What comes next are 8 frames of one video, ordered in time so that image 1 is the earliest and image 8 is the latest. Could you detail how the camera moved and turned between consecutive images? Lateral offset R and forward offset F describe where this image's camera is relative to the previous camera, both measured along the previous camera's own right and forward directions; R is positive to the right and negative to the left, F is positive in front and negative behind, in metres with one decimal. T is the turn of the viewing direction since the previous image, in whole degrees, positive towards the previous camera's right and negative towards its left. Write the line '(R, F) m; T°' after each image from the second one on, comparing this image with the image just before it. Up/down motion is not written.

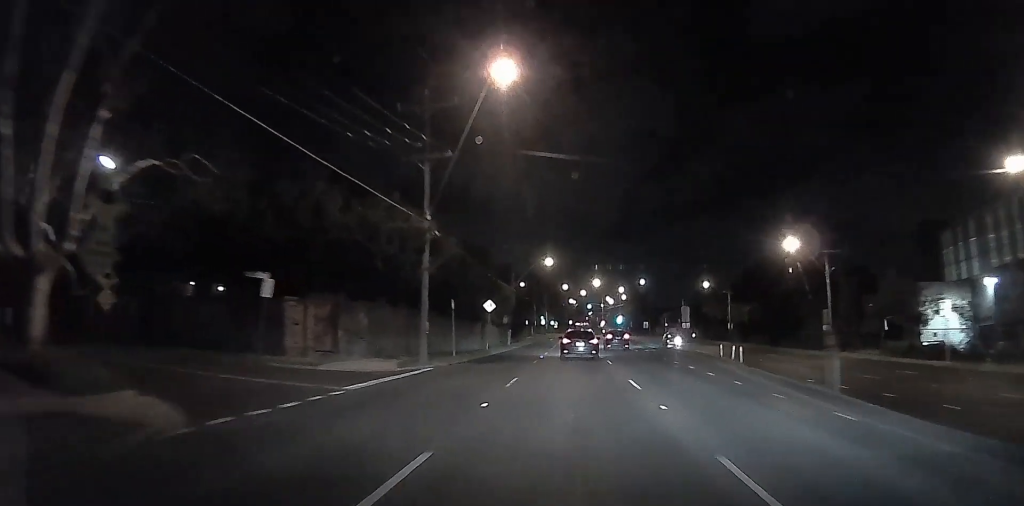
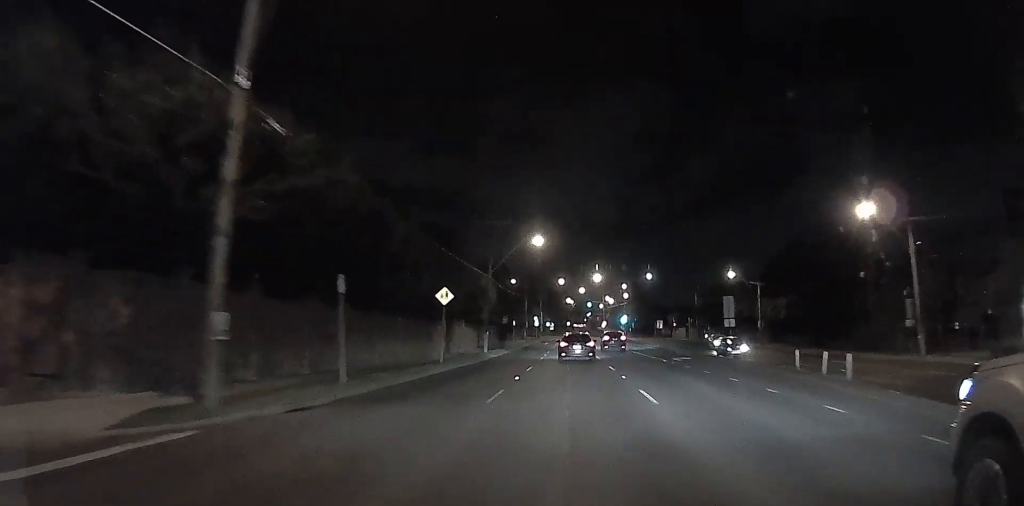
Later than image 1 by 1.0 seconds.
(-0.1, +14.9) m; -1°
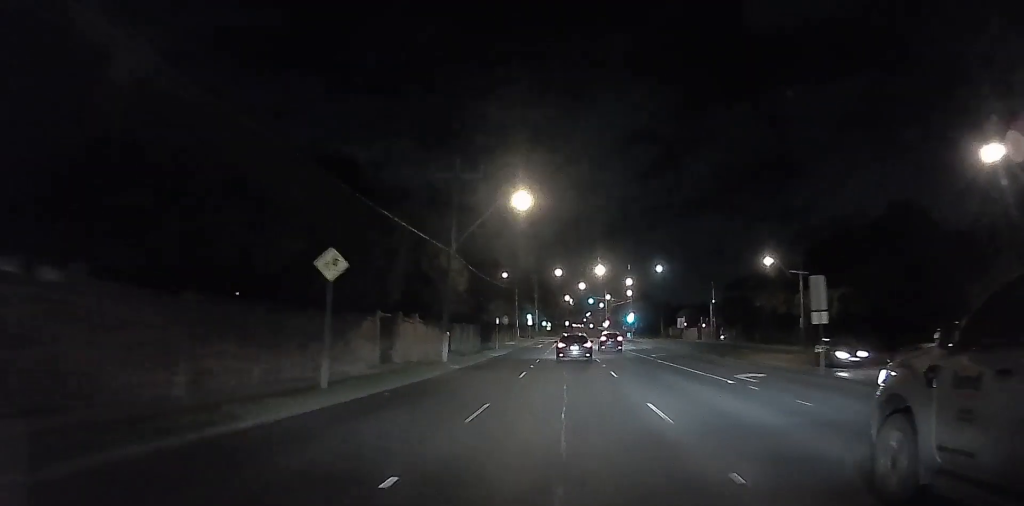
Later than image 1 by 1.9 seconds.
(-0.1, +13.9) m; 0°
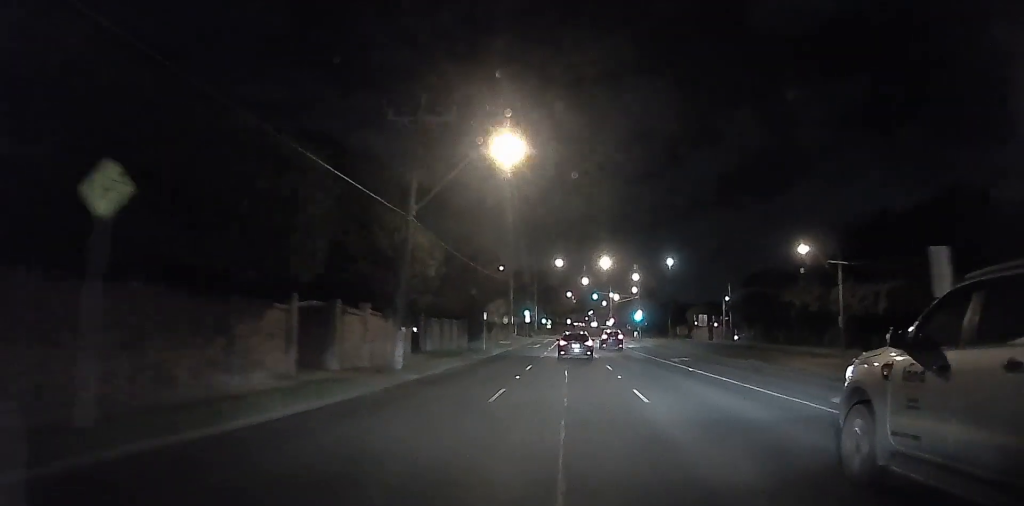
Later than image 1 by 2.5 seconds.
(0.0, +8.4) m; 0°
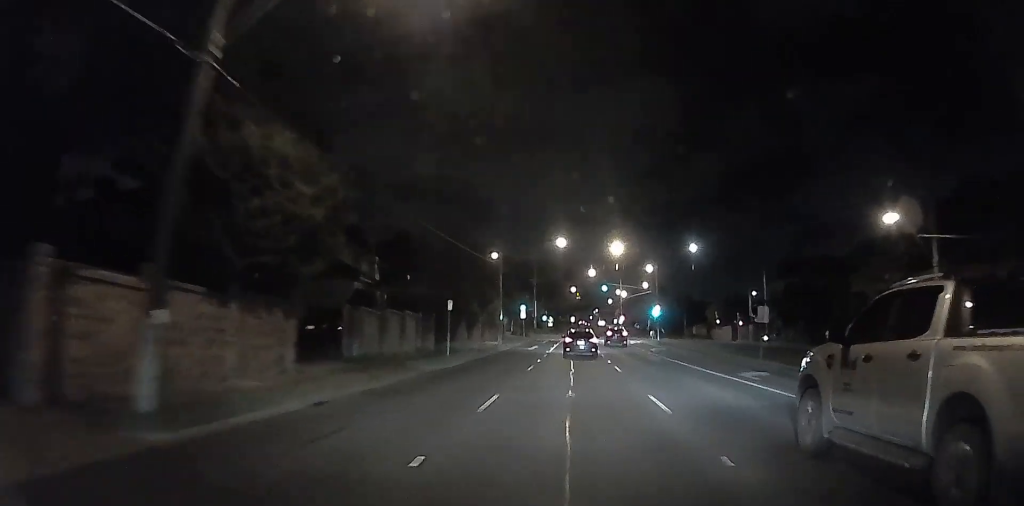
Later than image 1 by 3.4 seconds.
(0.0, +13.8) m; 0°
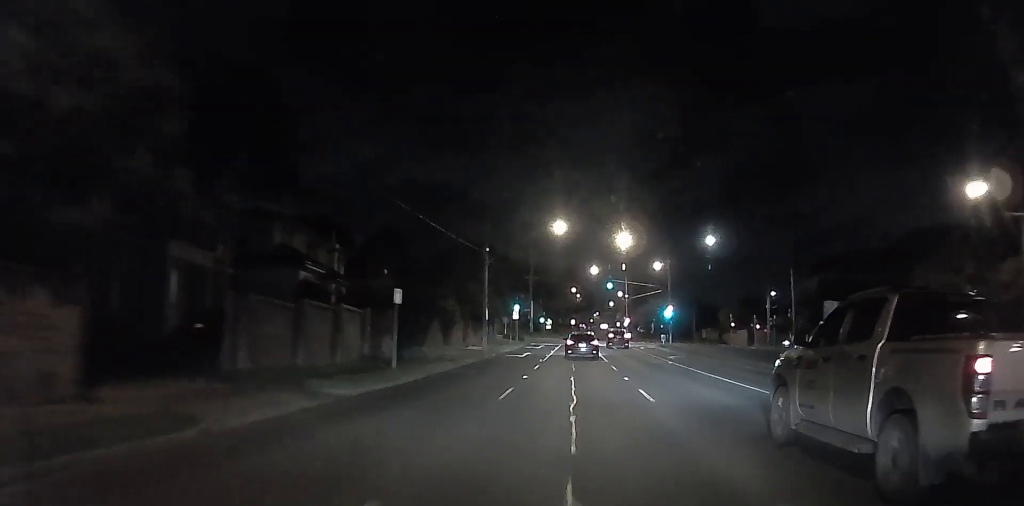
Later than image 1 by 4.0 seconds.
(0.0, +8.9) m; 0°
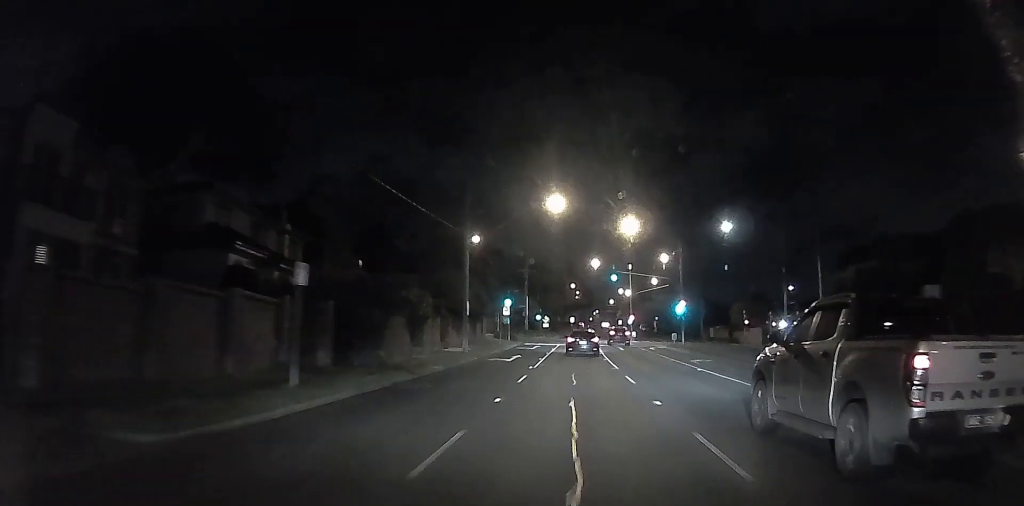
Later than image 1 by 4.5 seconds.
(0.0, +7.4) m; 0°
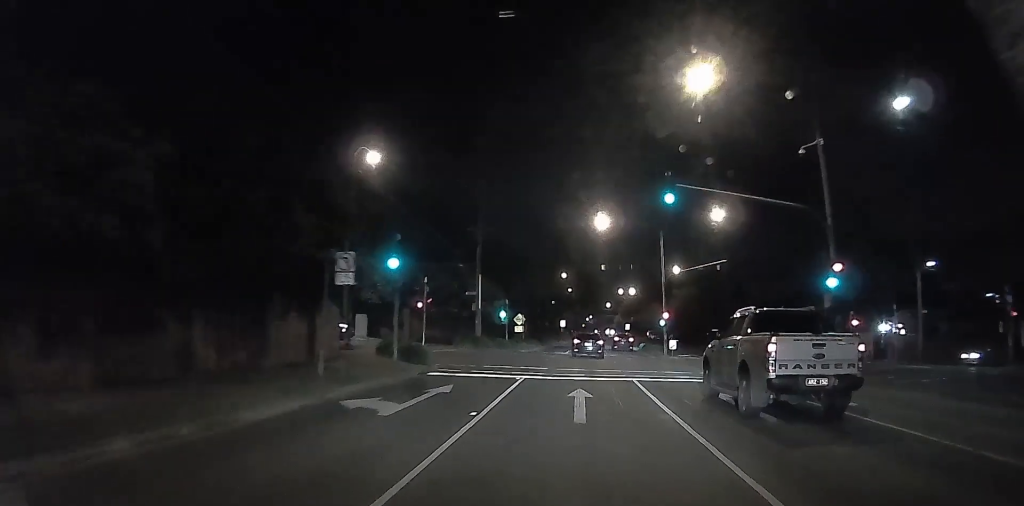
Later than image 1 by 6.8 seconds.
(+0.7, +34.1) m; -1°
